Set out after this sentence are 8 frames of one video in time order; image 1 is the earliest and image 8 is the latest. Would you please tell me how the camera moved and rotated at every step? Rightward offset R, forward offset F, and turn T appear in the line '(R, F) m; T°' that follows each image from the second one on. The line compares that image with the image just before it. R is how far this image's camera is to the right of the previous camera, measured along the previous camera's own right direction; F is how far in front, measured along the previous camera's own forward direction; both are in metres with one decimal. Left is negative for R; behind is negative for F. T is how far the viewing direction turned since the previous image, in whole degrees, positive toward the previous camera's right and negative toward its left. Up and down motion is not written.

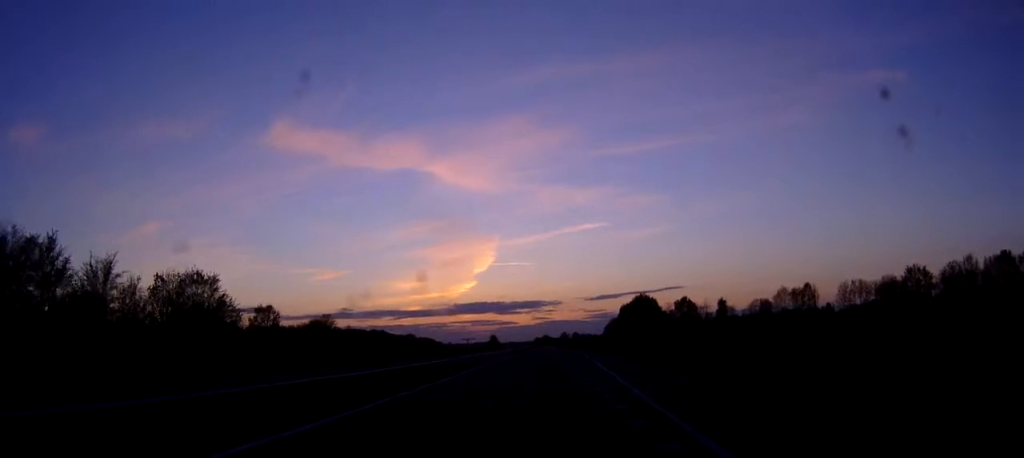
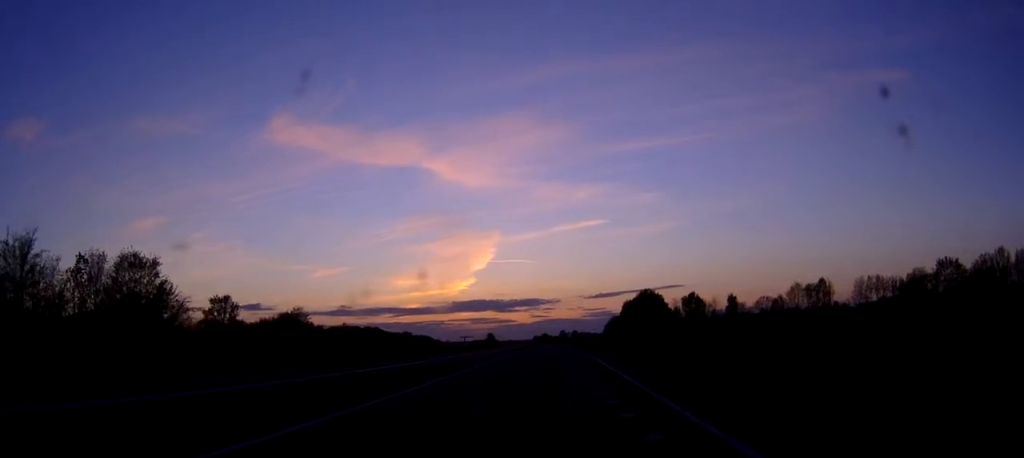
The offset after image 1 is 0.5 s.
(0.0, +14.1) m; 0°
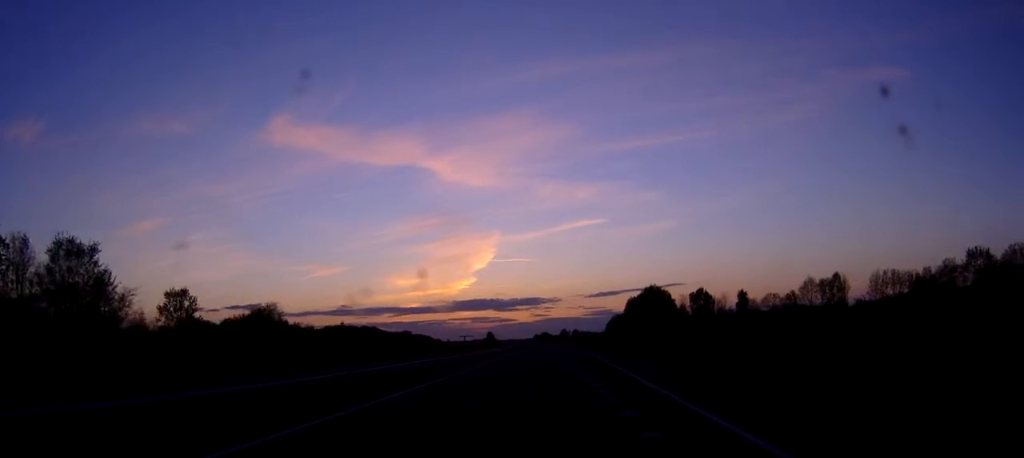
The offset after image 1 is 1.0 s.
(0.0, +11.4) m; 0°
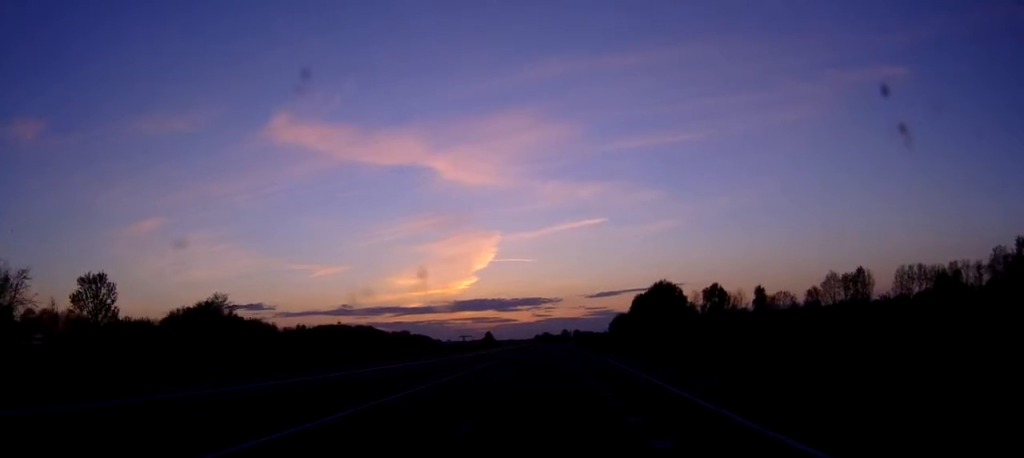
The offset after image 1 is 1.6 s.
(-0.1, +16.6) m; 0°
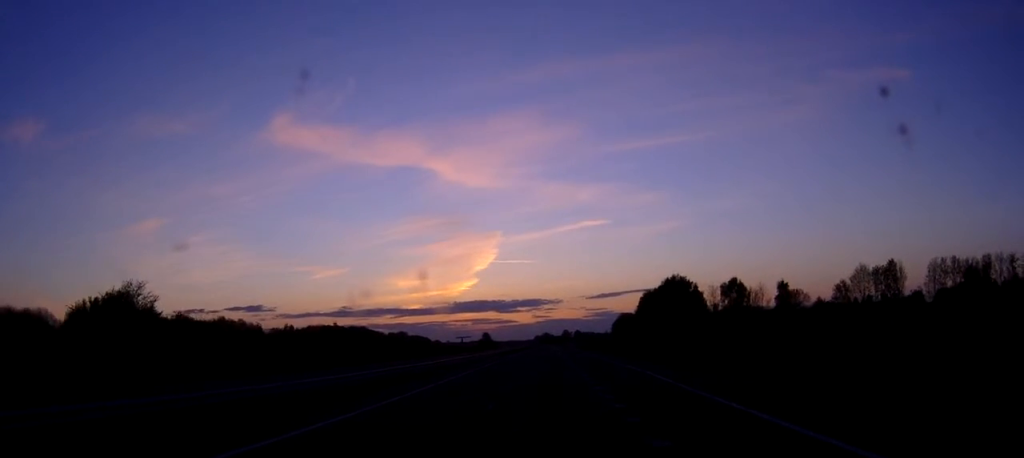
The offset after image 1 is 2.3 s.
(0.0, +19.2) m; 0°
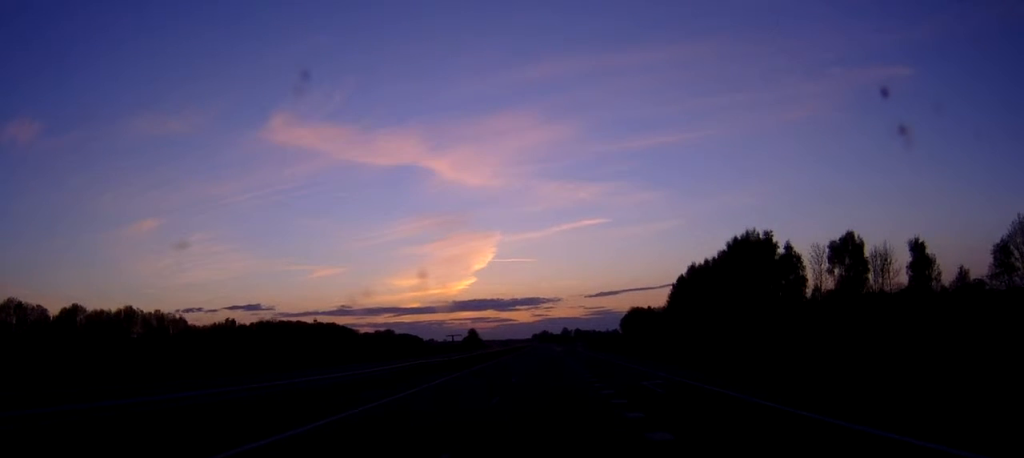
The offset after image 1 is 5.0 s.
(+0.4, +69.4) m; 0°
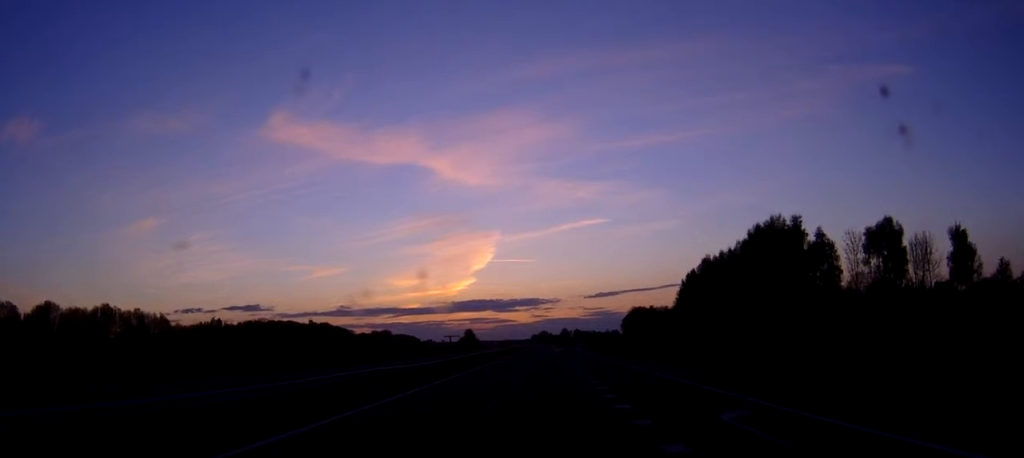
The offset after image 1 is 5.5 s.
(0.0, +13.2) m; 0°
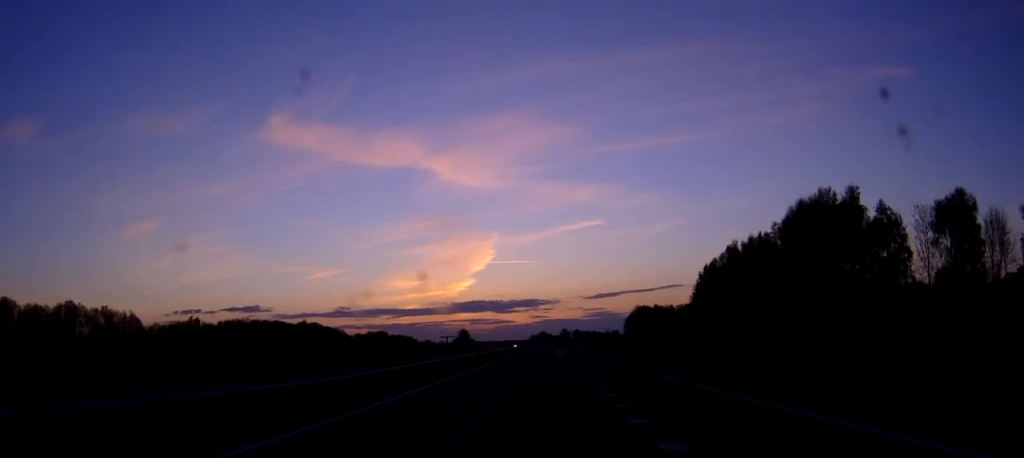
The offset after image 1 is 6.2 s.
(0.0, +19.4) m; 0°
